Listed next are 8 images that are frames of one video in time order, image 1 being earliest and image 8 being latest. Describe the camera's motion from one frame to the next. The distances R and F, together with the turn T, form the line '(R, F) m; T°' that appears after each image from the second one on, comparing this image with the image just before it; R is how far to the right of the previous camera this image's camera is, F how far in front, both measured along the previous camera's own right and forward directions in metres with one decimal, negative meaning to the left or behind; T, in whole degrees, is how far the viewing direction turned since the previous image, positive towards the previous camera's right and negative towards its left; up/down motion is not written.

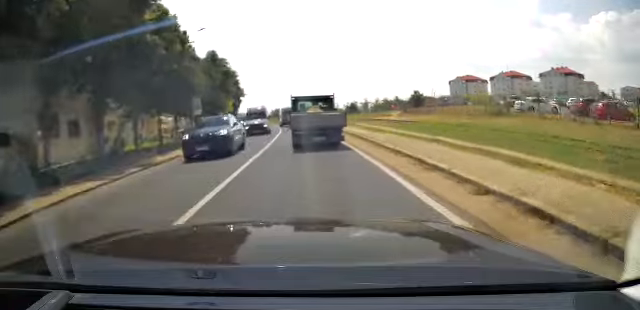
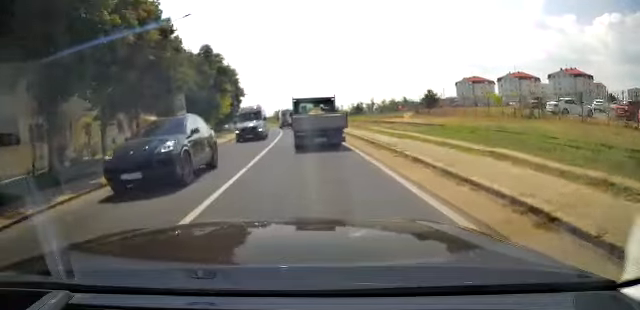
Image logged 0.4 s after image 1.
(-0.2, +4.7) m; -2°
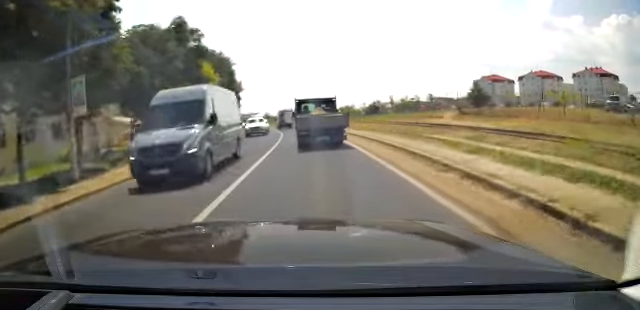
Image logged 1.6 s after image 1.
(-0.5, +12.5) m; -3°
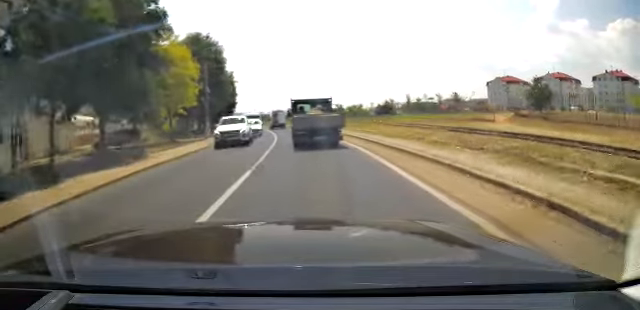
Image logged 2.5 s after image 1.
(-0.1, +10.6) m; 0°
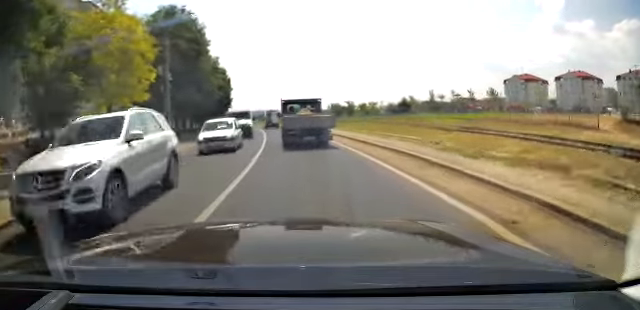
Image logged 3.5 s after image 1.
(+0.1, +11.6) m; -1°
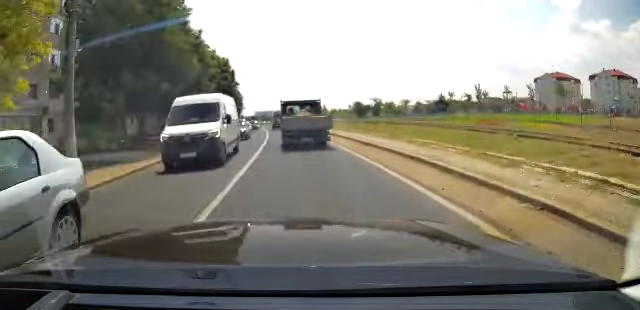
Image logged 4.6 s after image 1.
(-0.3, +12.6) m; -3°
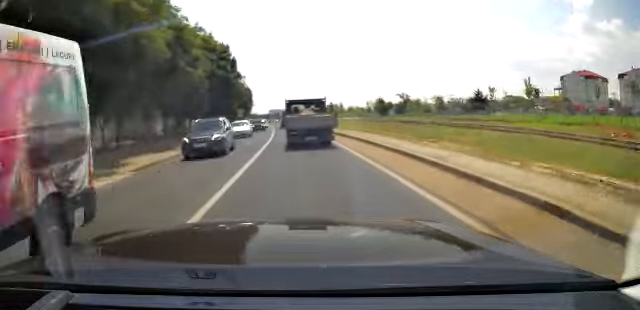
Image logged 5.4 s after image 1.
(-0.2, +10.1) m; -2°
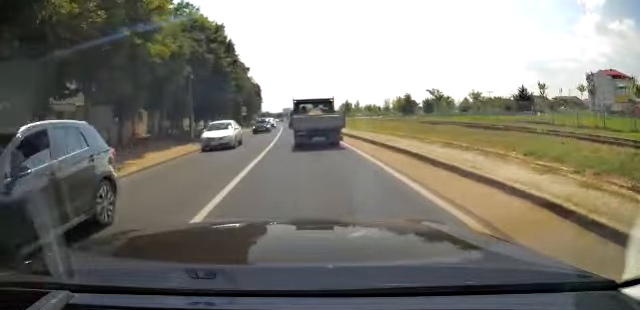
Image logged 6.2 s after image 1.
(0.0, +9.8) m; -1°
